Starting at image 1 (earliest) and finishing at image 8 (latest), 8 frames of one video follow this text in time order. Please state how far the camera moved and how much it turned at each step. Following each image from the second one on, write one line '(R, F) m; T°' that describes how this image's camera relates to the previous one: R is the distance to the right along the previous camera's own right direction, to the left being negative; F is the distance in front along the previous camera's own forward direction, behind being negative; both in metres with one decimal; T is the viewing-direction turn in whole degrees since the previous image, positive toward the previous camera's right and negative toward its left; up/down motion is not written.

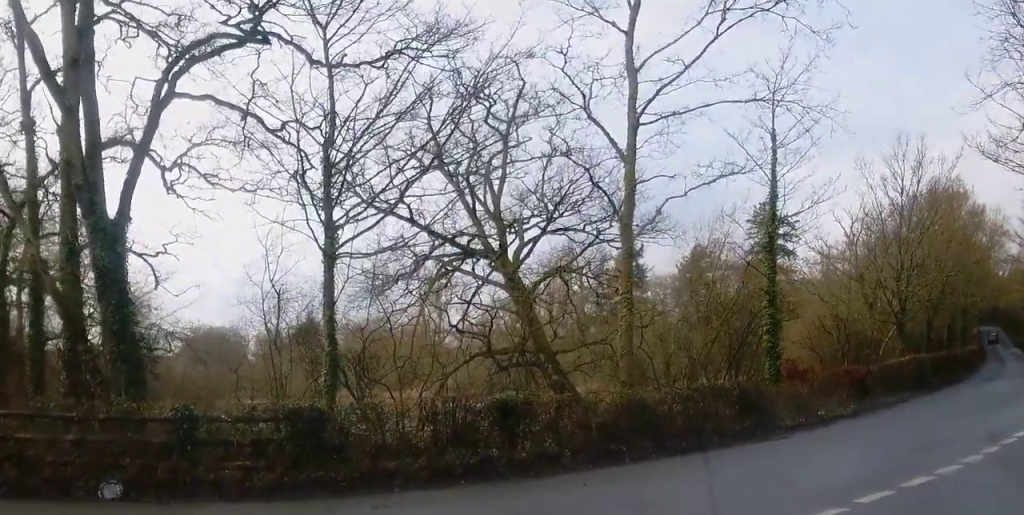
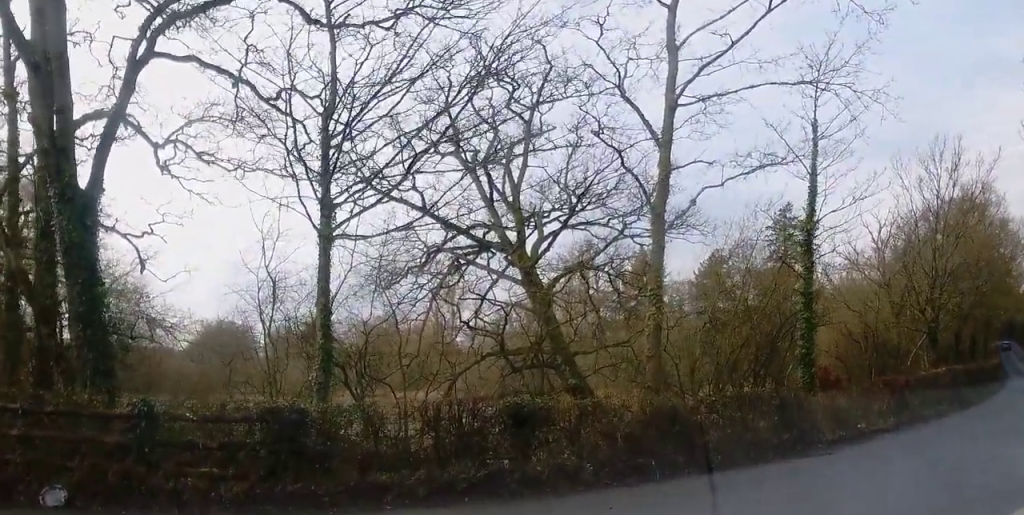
(+0.1, +2.2) m; +3°
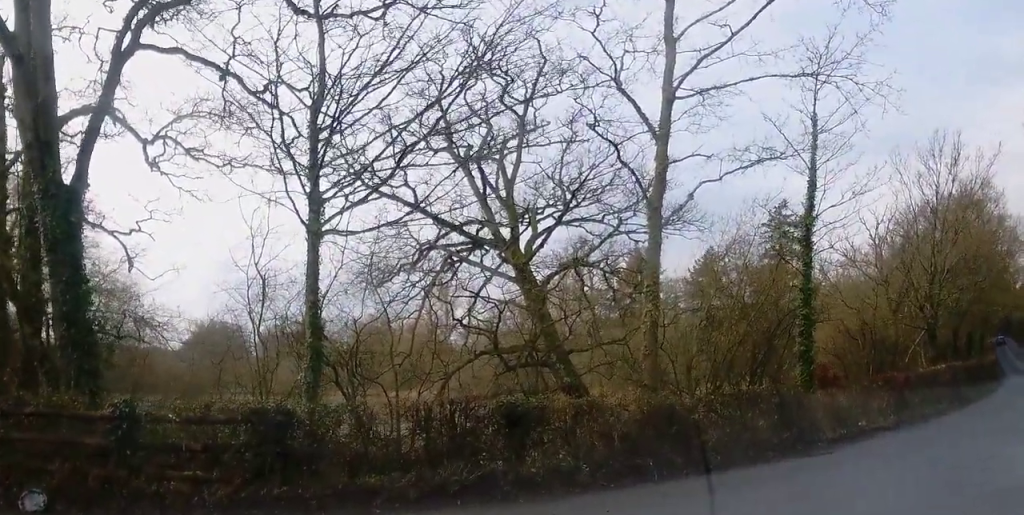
(0.0, +0.5) m; 0°
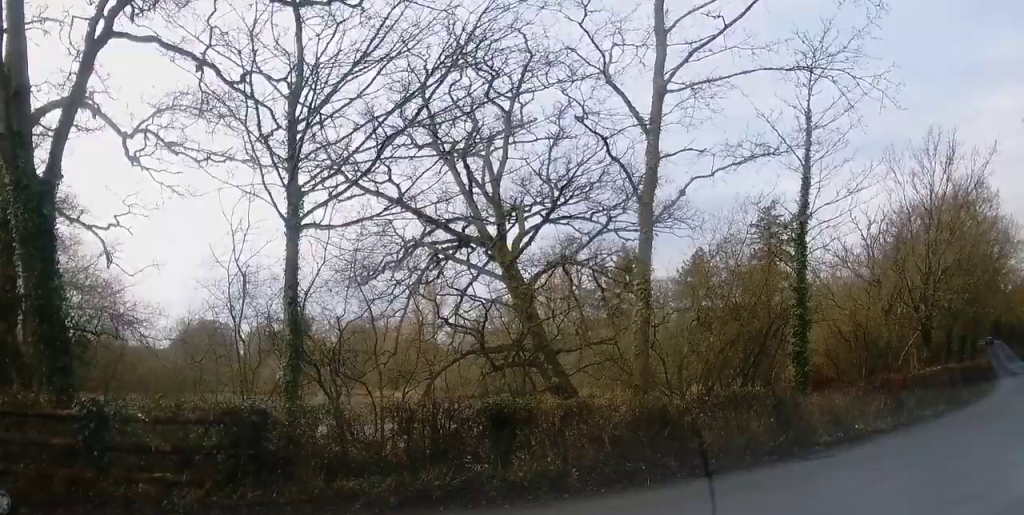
(-0.3, +0.5) m; 0°
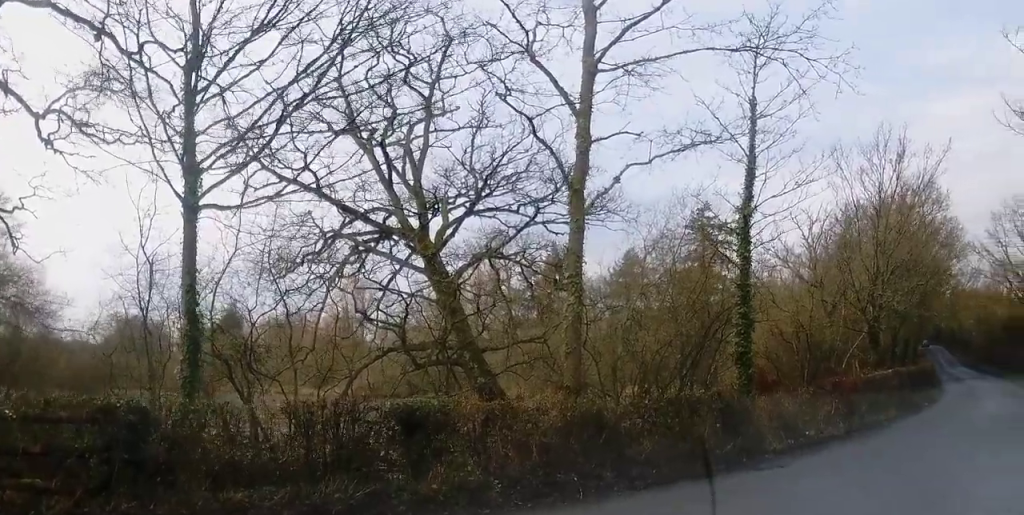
(0.0, +1.1) m; -1°
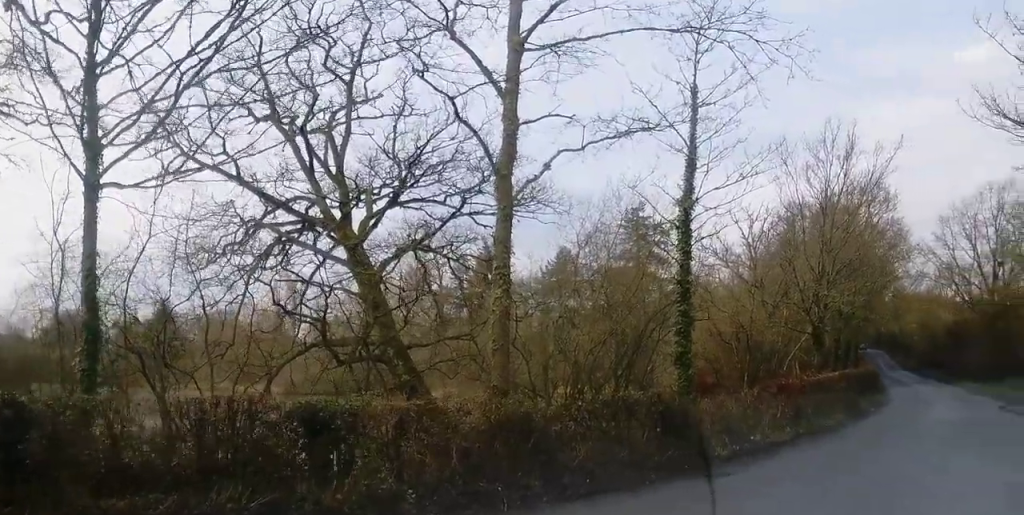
(0.0, +0.7) m; 0°
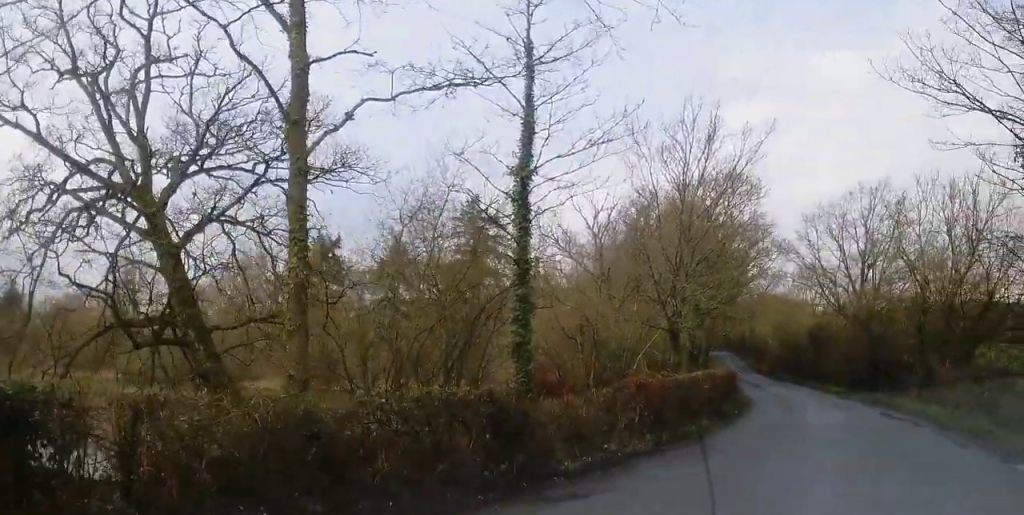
(-0.1, +2.1) m; +10°
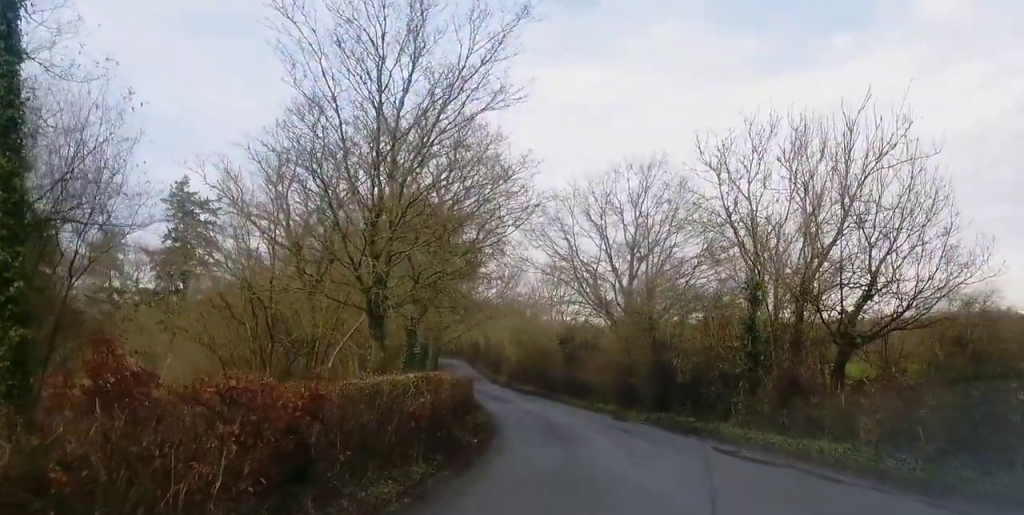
(+2.1, +8.1) m; +20°
